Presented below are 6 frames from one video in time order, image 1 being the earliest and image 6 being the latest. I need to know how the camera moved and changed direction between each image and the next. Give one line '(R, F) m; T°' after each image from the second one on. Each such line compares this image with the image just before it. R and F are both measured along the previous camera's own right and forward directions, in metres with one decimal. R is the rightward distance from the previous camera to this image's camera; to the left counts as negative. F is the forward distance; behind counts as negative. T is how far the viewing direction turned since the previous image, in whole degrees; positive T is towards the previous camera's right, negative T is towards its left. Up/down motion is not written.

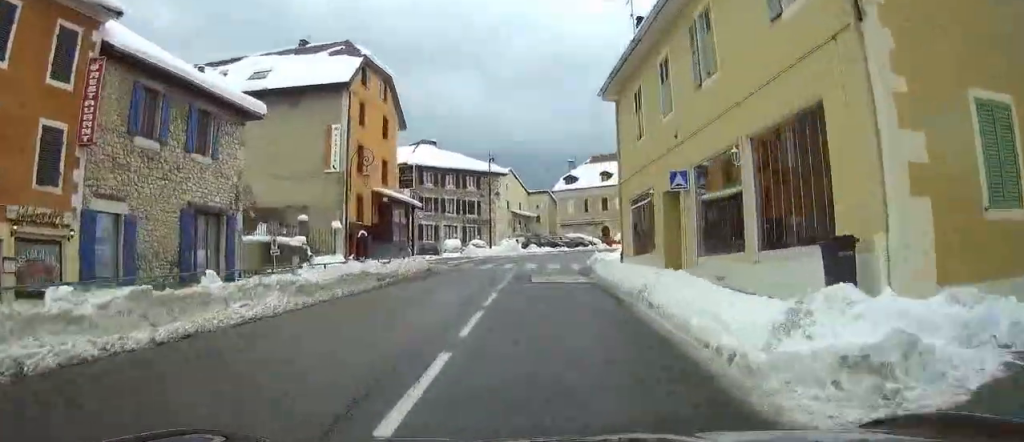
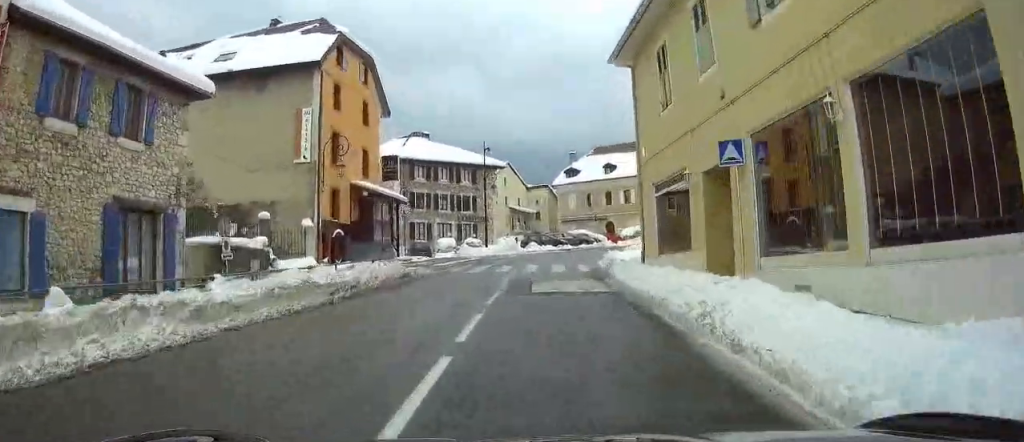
(0.0, +4.5) m; 0°
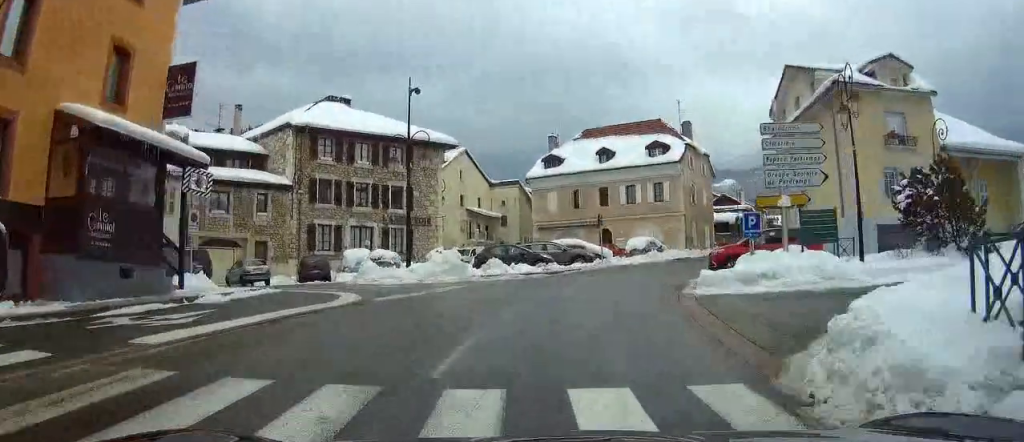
(0.0, +22.9) m; +1°
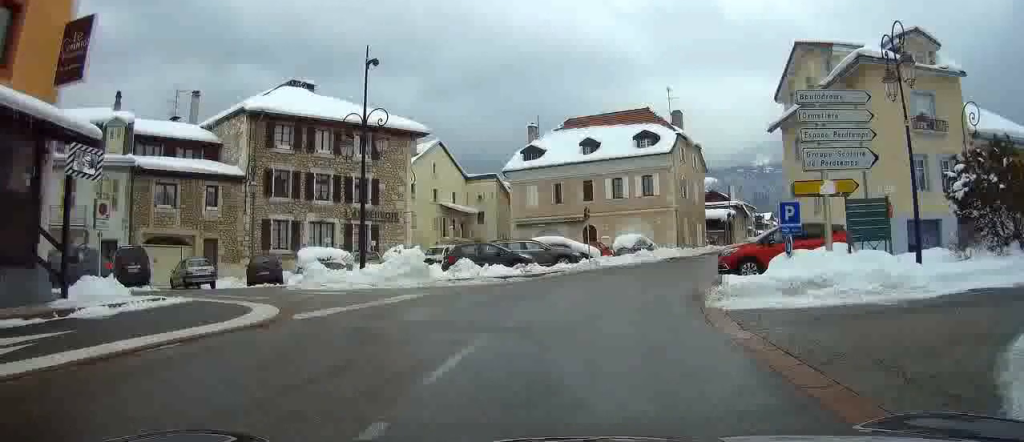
(0.0, +4.7) m; +2°
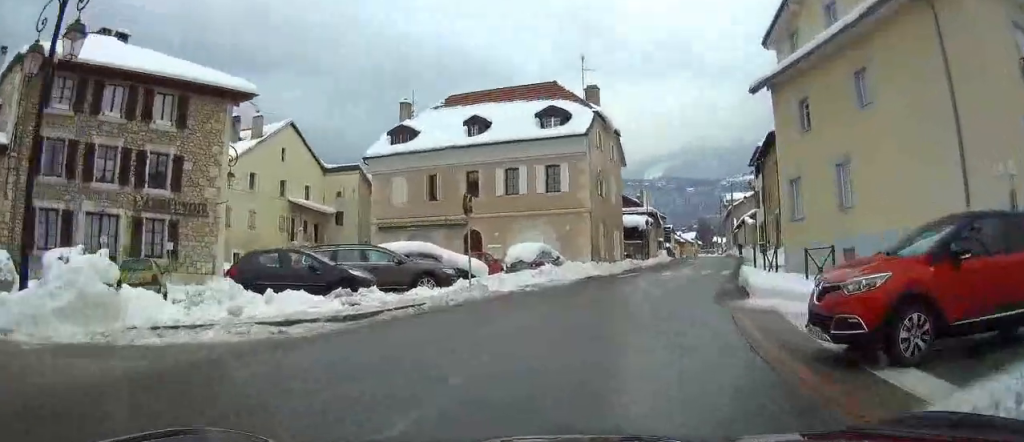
(+1.0, +12.6) m; +9°
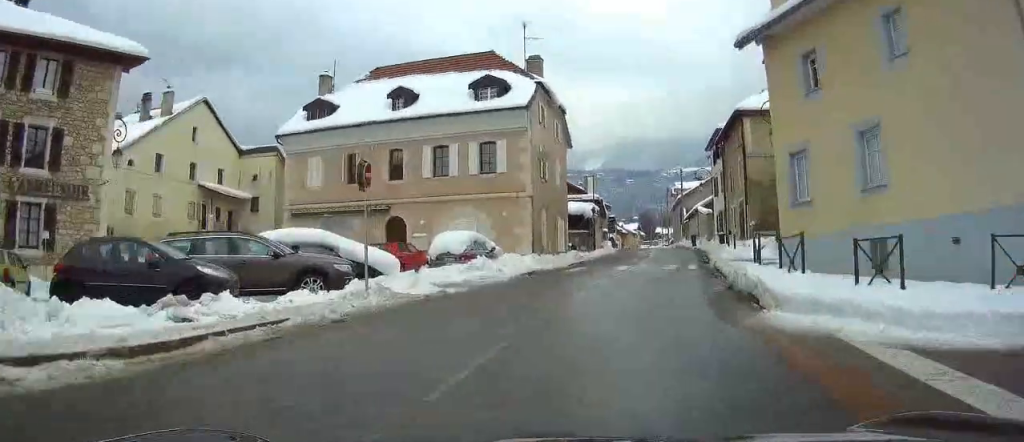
(+0.3, +5.2) m; +3°
